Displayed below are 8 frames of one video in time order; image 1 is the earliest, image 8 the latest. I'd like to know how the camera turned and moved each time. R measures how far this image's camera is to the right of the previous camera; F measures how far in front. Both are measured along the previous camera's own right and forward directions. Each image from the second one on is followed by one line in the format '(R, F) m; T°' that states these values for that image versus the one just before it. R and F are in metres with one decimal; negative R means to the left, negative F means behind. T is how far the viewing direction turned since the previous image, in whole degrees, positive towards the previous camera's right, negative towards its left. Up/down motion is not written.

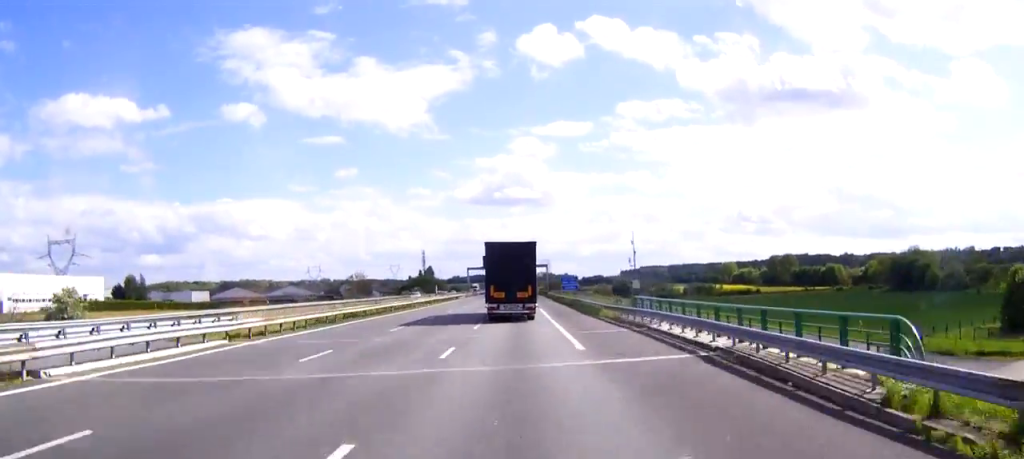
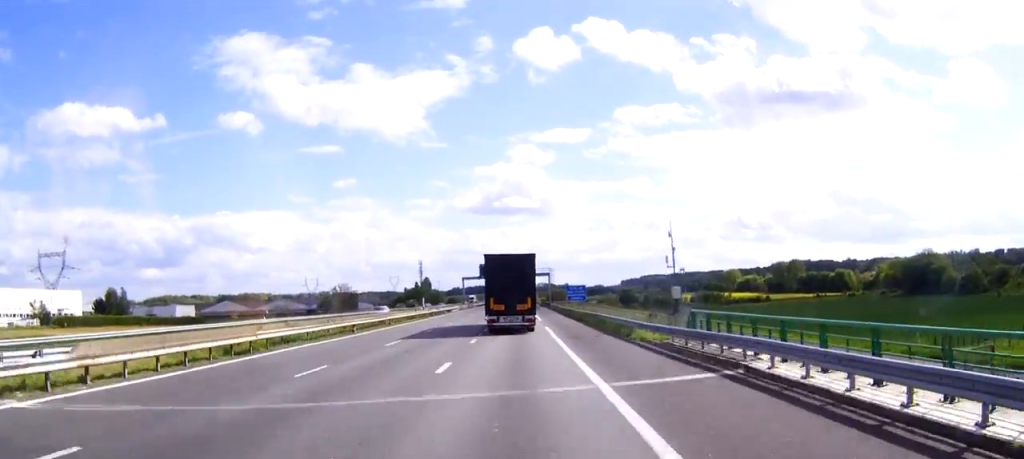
(0.0, +13.2) m; 0°
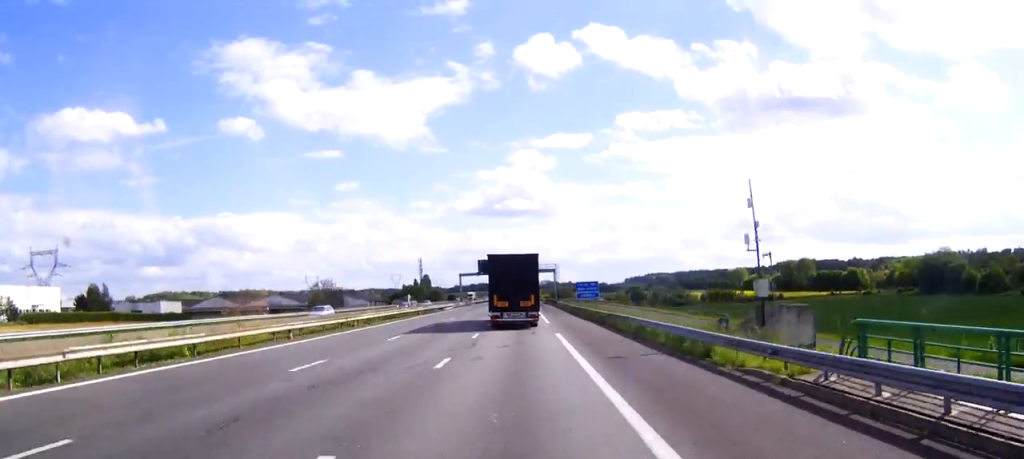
(0.0, +13.2) m; 0°
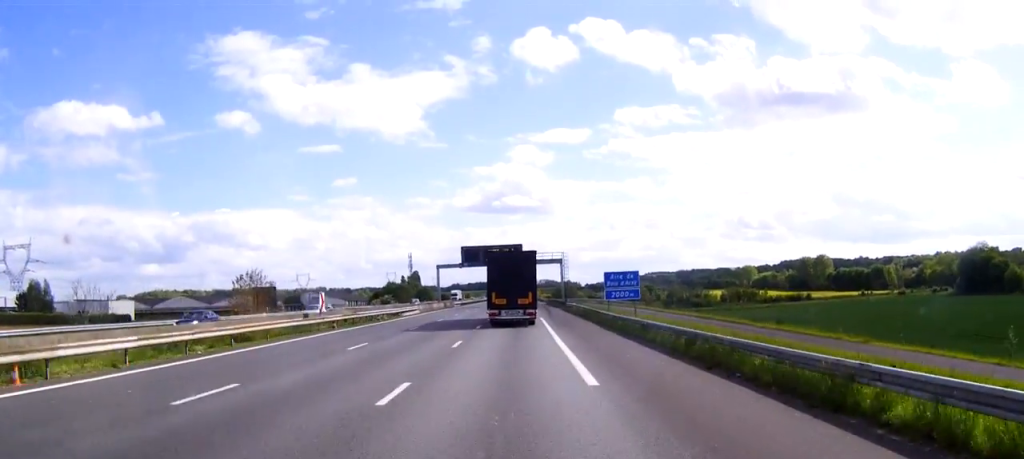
(0.0, +32.2) m; 0°
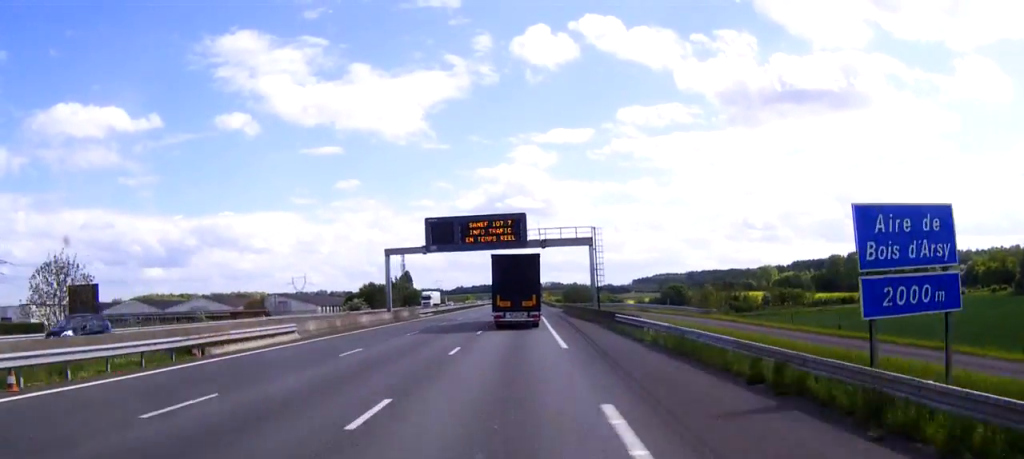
(-0.2, +41.1) m; -1°
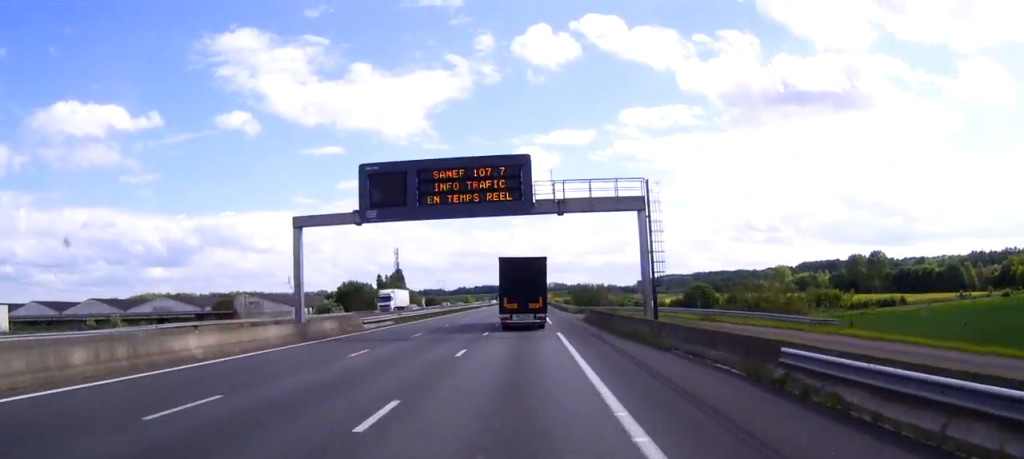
(-0.1, +26.3) m; 0°
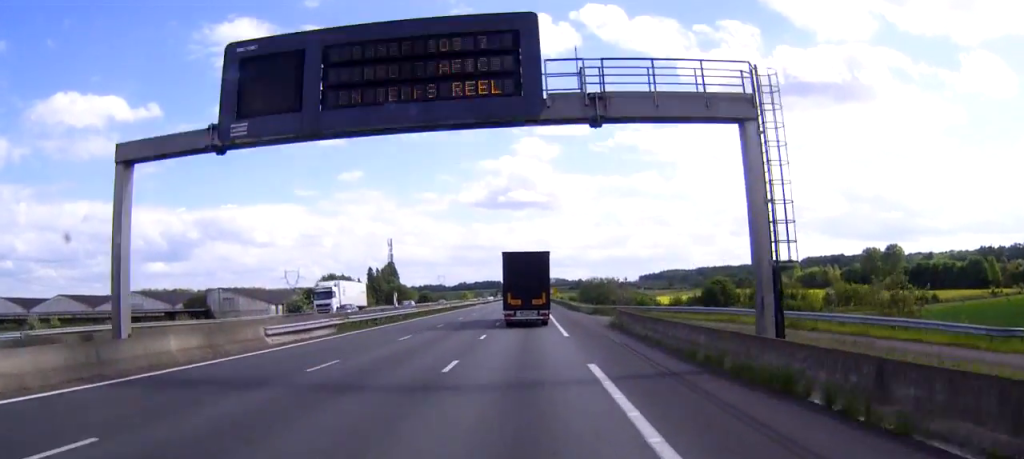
(0.0, +18.2) m; 0°
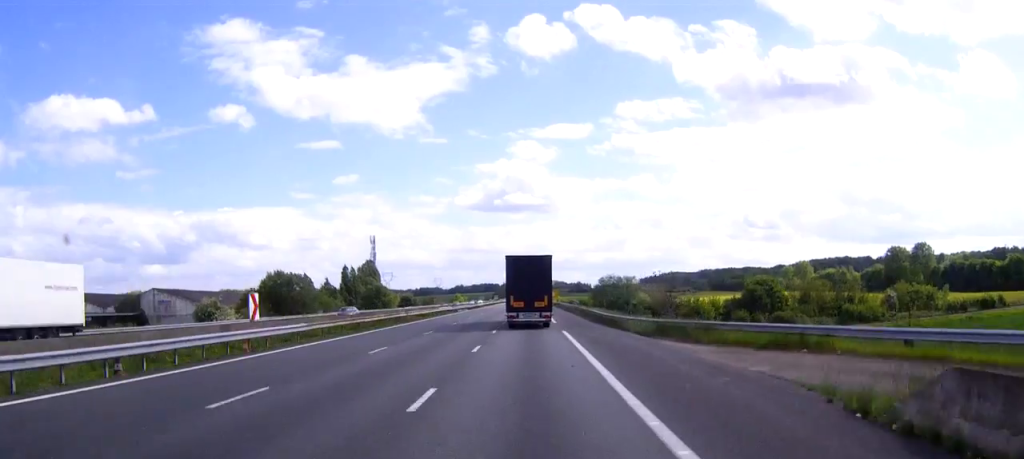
(0.0, +33.1) m; 0°
